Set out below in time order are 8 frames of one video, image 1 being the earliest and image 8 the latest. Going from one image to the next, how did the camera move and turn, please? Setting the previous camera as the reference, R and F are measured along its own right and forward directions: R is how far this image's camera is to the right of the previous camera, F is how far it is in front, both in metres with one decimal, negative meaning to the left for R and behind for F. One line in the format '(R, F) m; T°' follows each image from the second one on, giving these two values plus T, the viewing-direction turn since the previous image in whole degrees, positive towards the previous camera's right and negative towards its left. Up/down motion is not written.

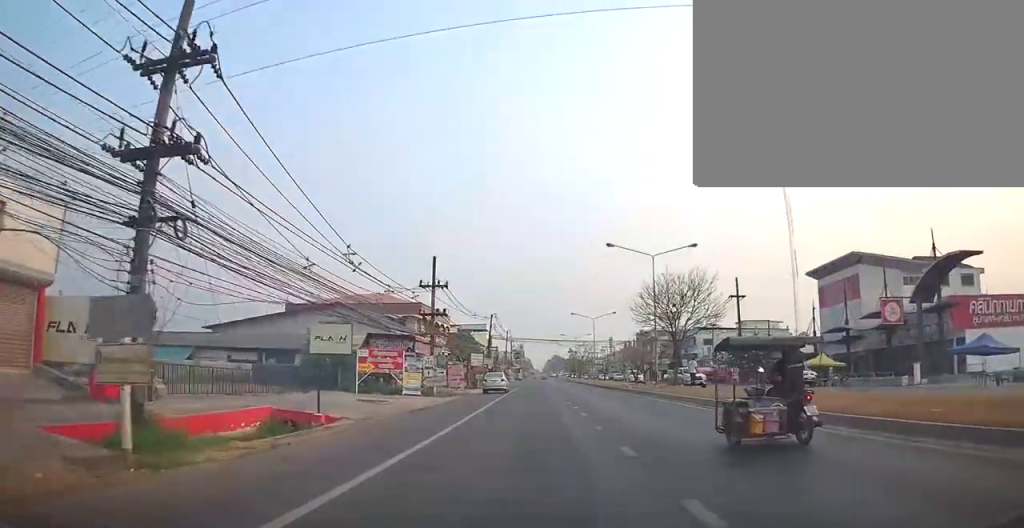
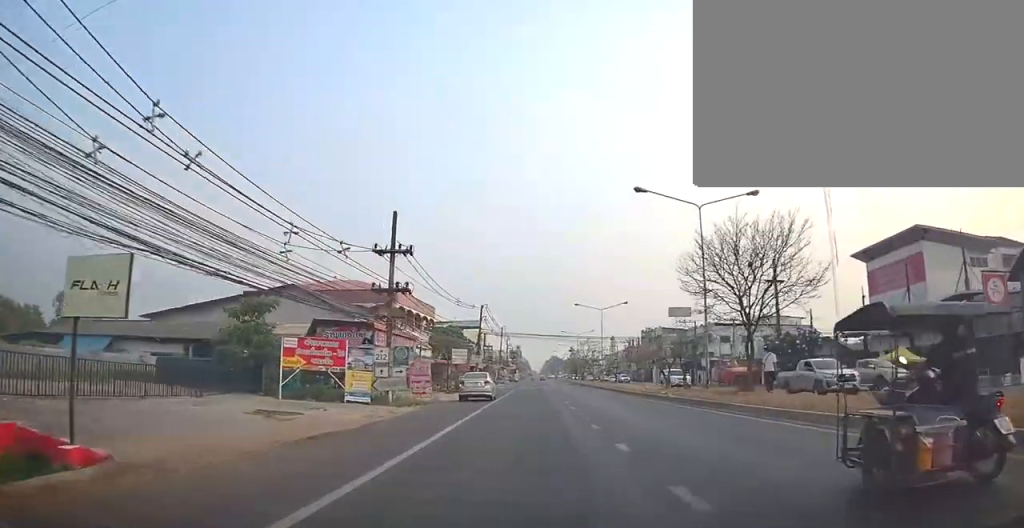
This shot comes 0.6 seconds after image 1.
(+0.5, +11.6) m; +2°
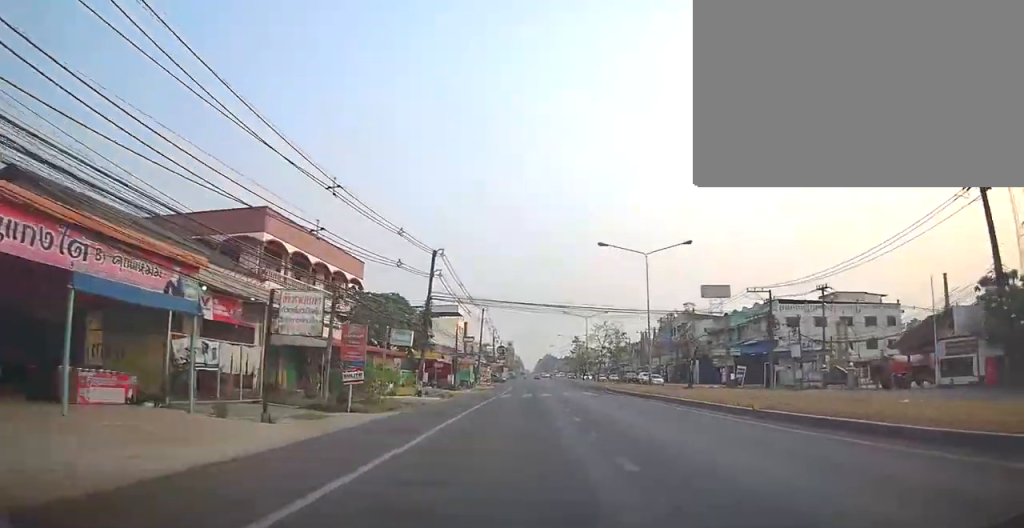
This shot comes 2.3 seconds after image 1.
(+0.3, +29.8) m; +1°
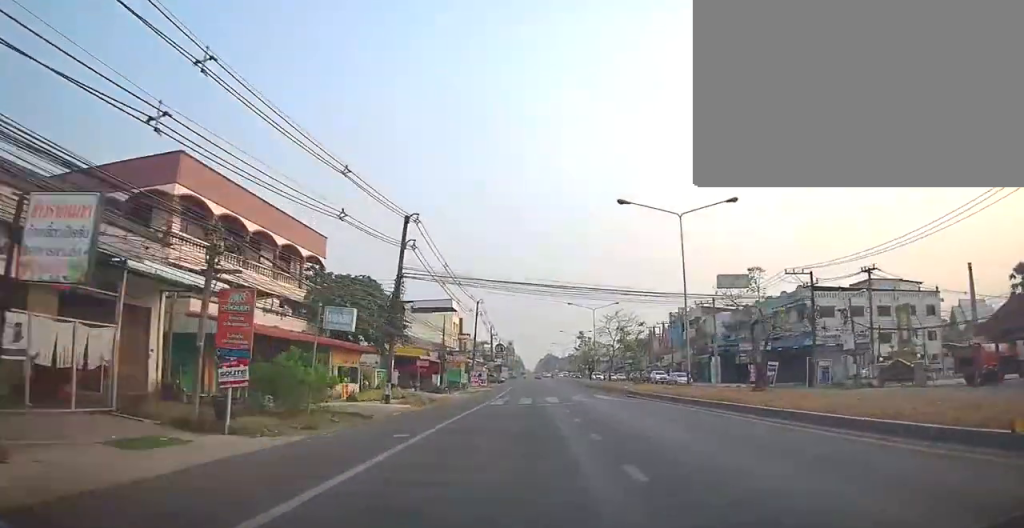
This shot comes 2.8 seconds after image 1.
(0.0, +8.9) m; 0°
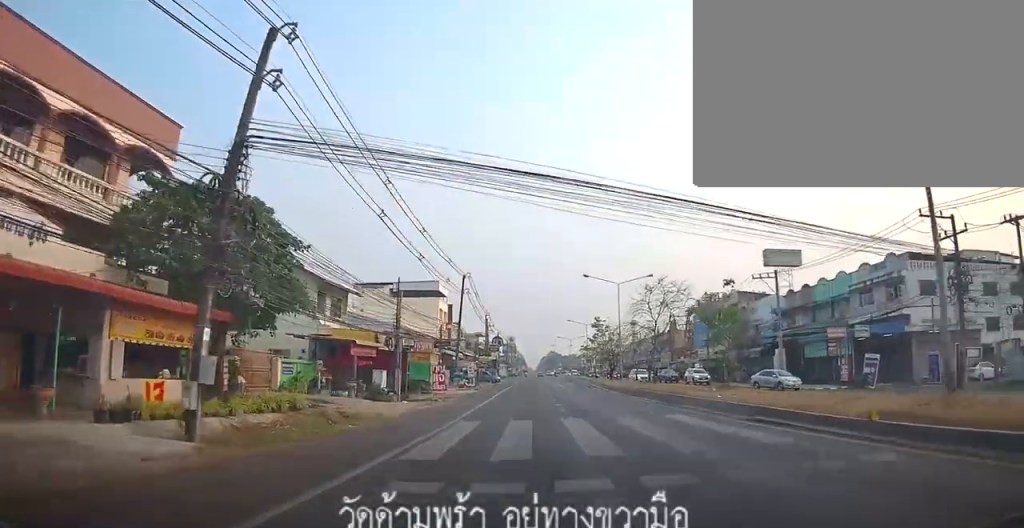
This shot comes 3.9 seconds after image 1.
(0.0, +18.0) m; 0°
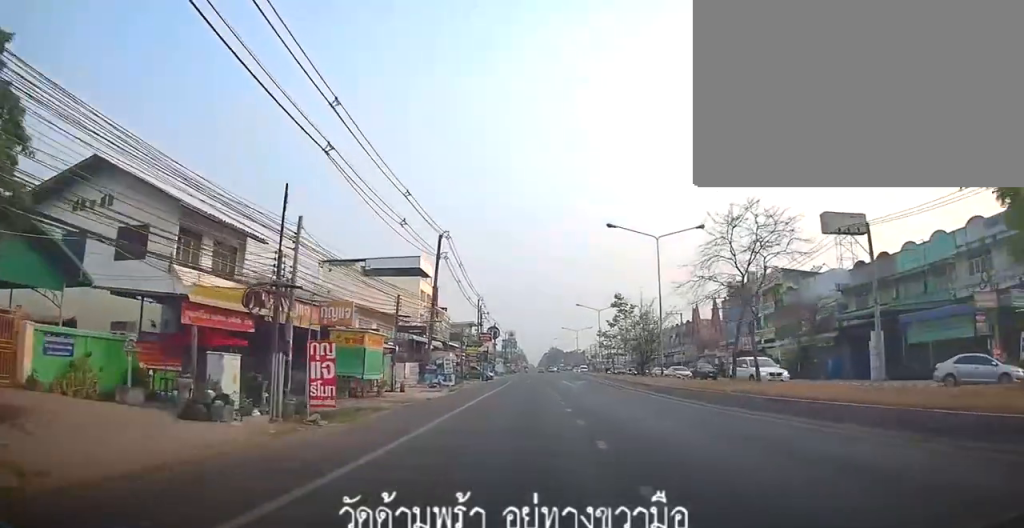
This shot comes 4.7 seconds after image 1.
(0.0, +15.5) m; 0°
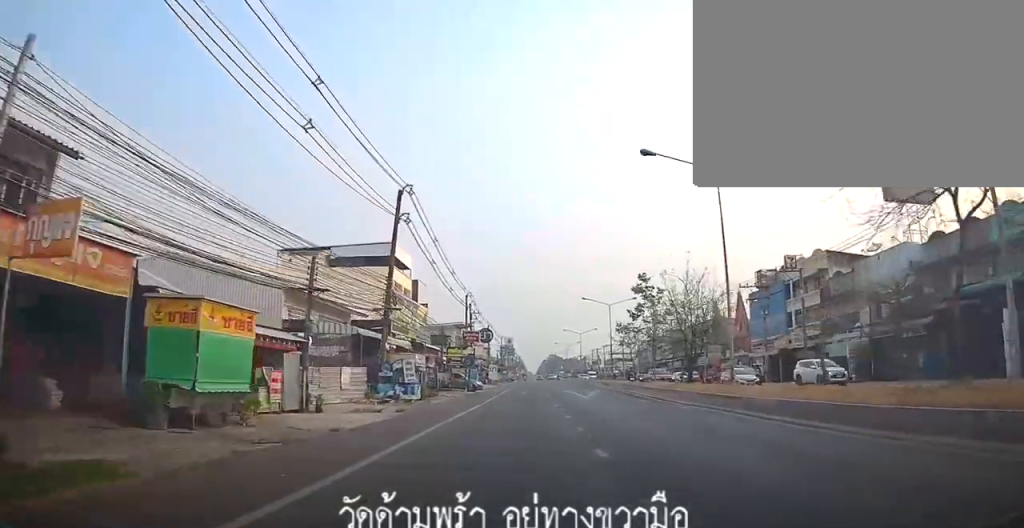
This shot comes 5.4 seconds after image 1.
(0.0, +12.2) m; -2°
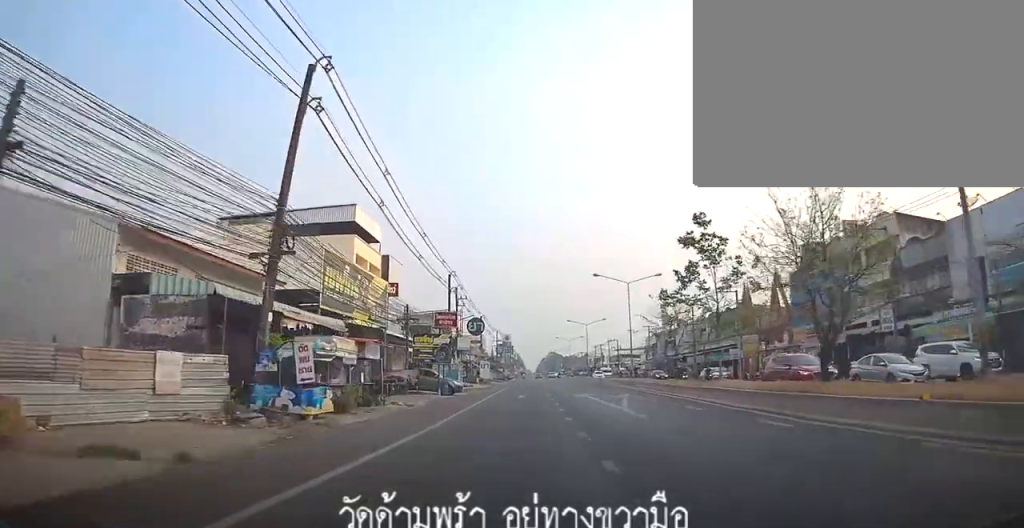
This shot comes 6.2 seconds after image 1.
(-0.2, +13.1) m; -1°
